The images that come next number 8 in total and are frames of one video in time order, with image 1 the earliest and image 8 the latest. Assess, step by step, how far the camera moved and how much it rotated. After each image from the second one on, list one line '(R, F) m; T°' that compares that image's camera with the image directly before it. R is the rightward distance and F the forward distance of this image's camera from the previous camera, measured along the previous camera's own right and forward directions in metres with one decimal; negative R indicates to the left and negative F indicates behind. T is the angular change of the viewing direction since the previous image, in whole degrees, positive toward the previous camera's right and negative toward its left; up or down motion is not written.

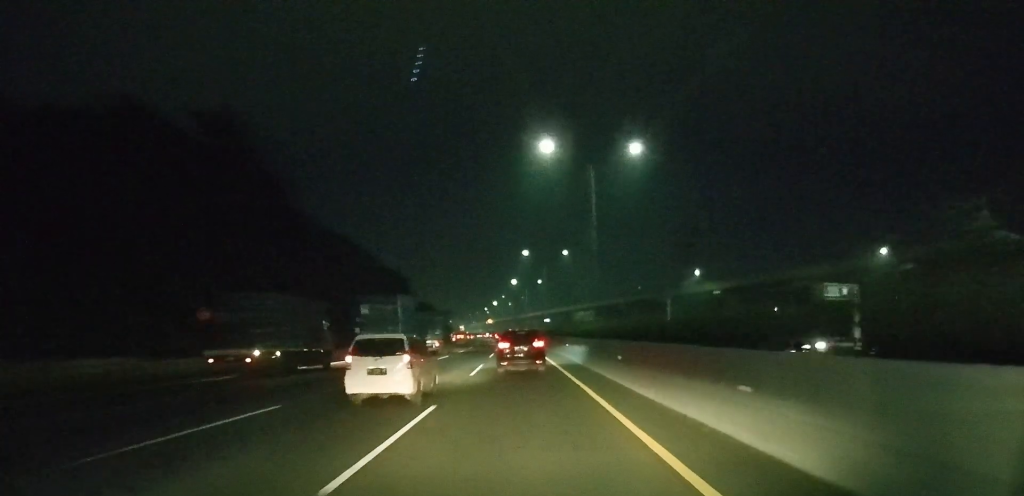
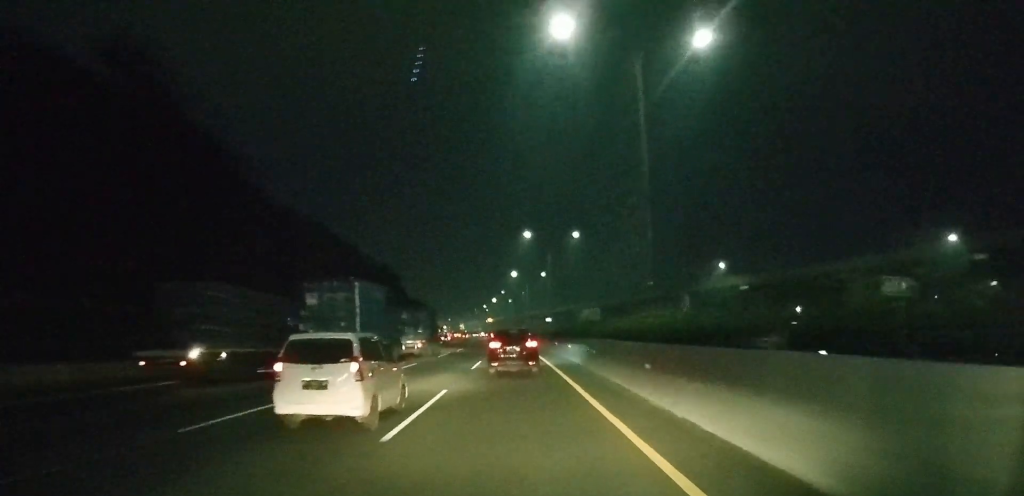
(0.0, +13.3) m; 0°
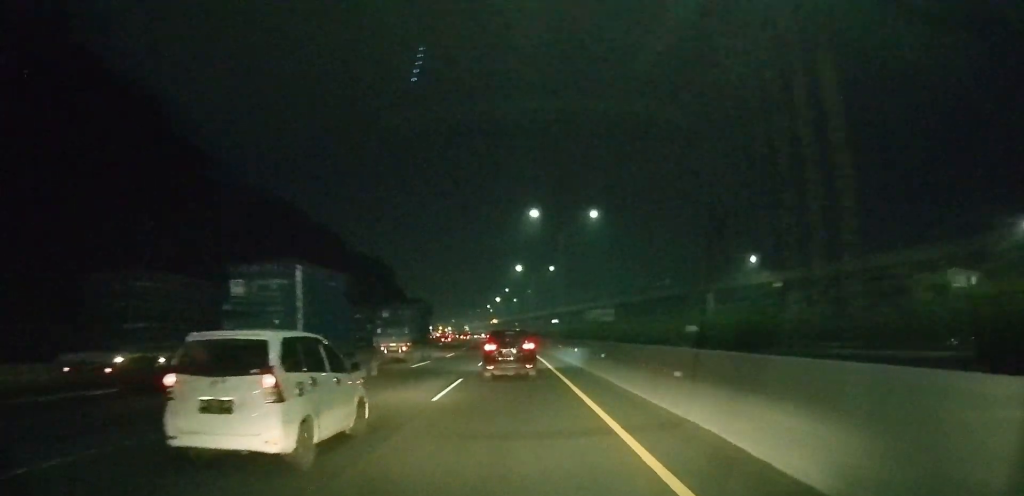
(0.0, +12.8) m; 0°
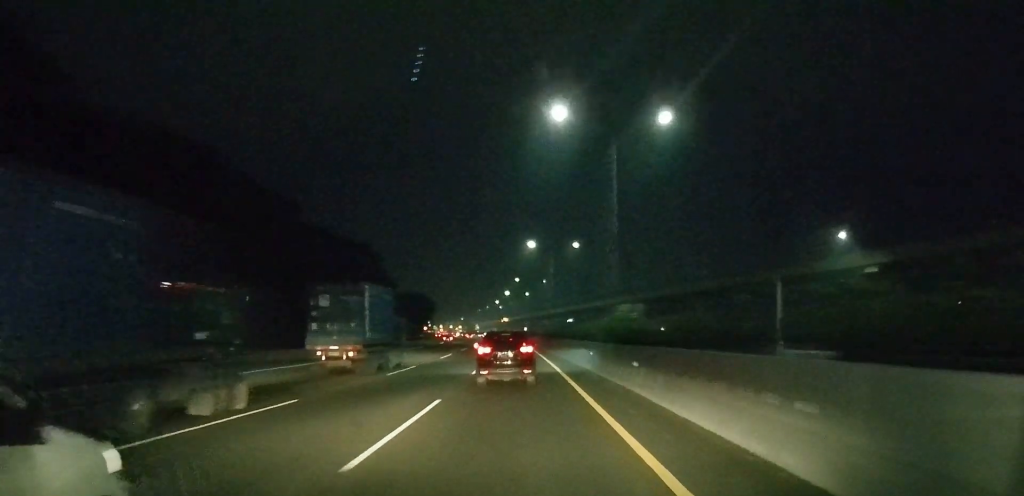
(-0.1, +25.5) m; -1°
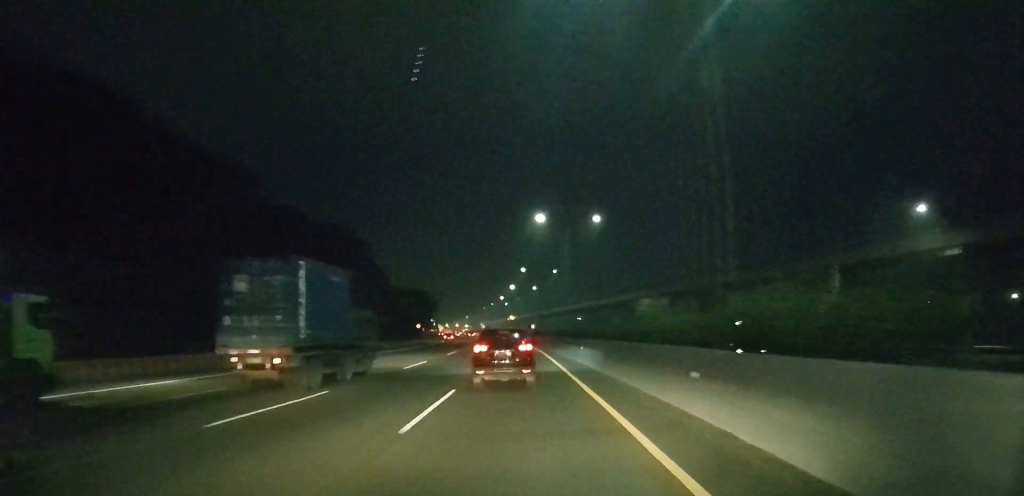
(0.0, +16.1) m; 0°
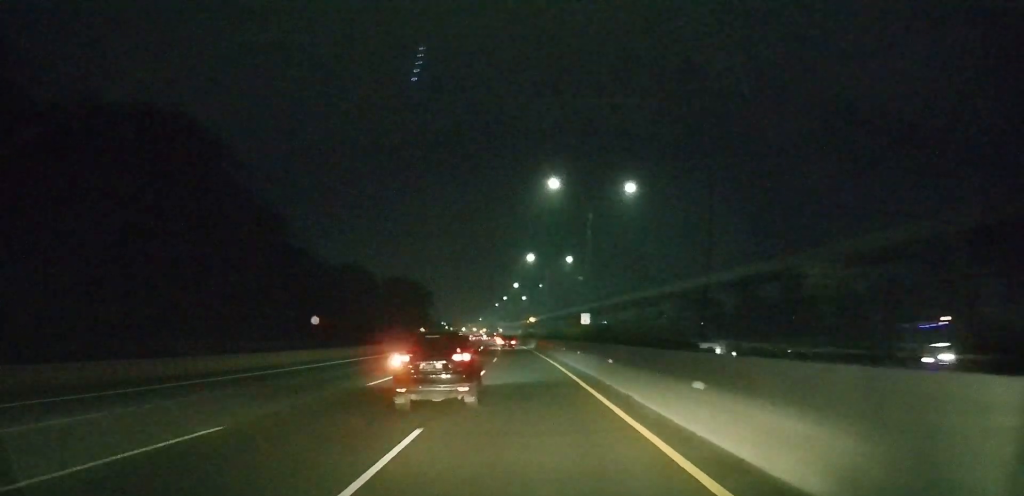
(-1.0, +65.5) m; -2°
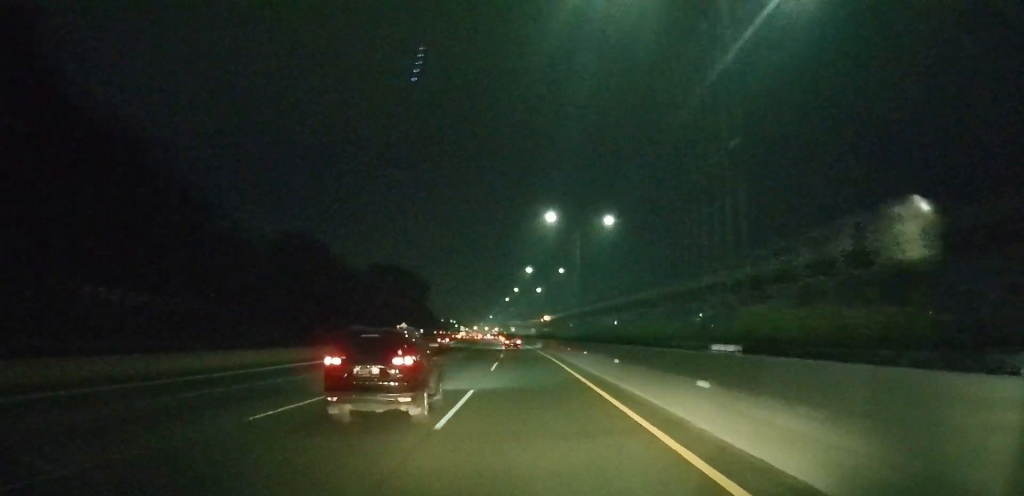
(-0.2, +31.5) m; -1°
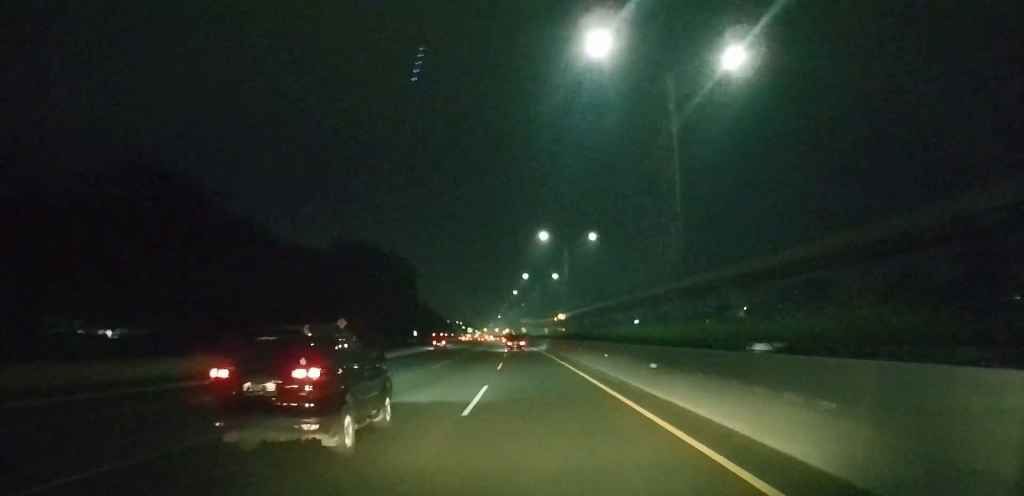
(-0.4, +37.6) m; -1°
